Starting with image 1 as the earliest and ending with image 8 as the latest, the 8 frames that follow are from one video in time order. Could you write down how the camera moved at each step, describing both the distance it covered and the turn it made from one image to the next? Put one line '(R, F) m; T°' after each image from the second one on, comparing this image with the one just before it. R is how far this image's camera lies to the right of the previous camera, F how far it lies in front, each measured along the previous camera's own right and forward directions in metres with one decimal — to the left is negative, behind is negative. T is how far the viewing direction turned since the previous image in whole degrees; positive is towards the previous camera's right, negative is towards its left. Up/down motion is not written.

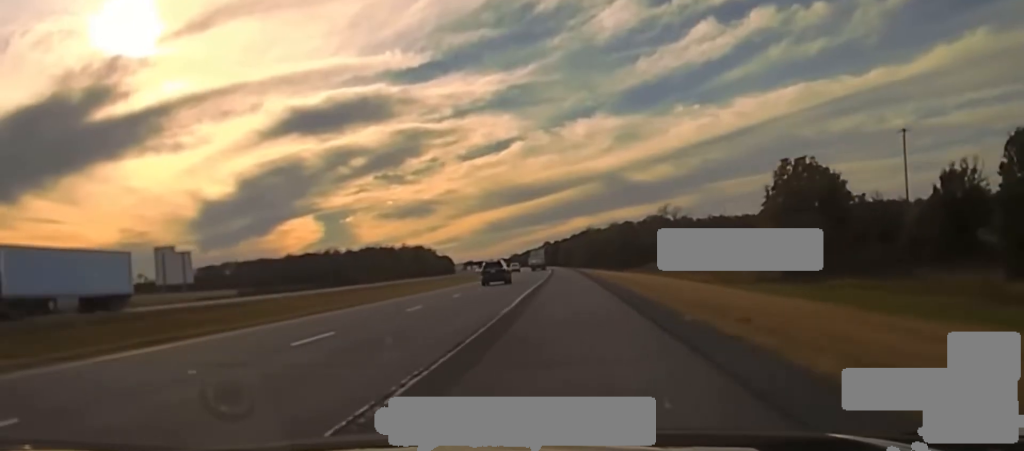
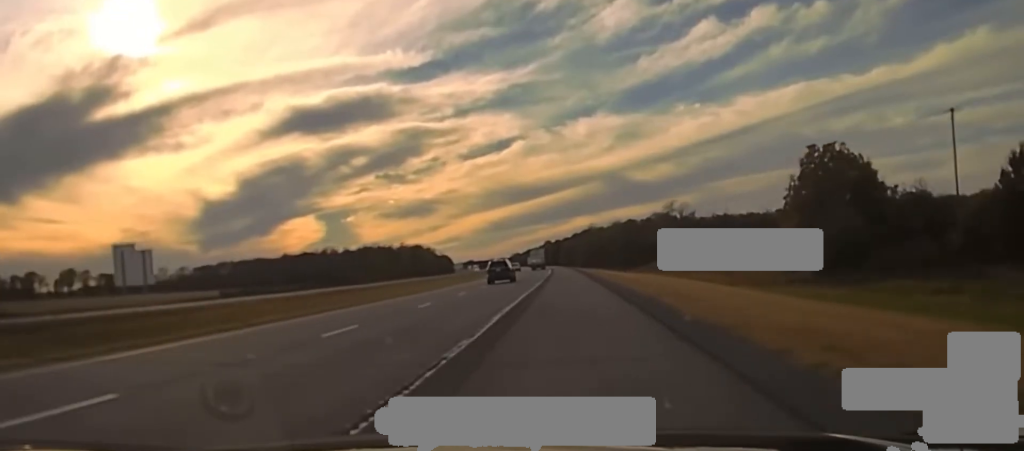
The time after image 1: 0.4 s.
(-0.2, +12.2) m; -1°
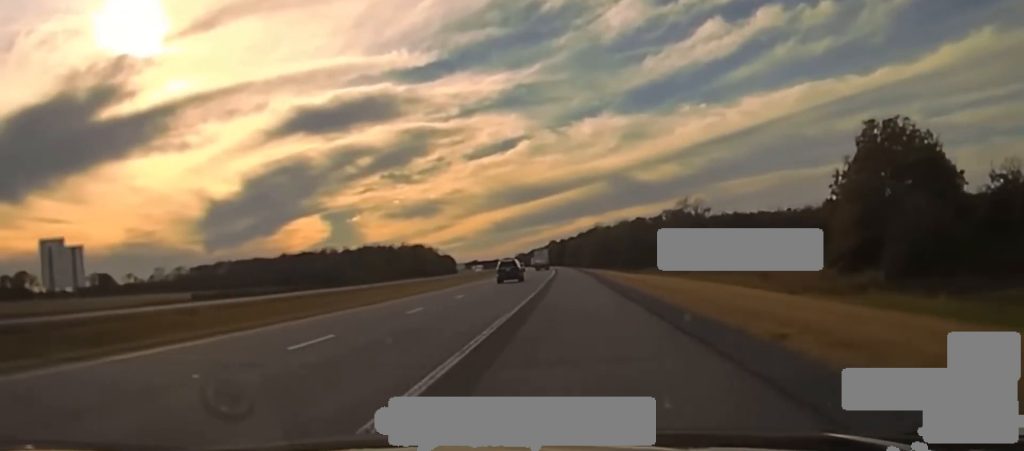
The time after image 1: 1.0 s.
(-0.1, +15.1) m; -1°
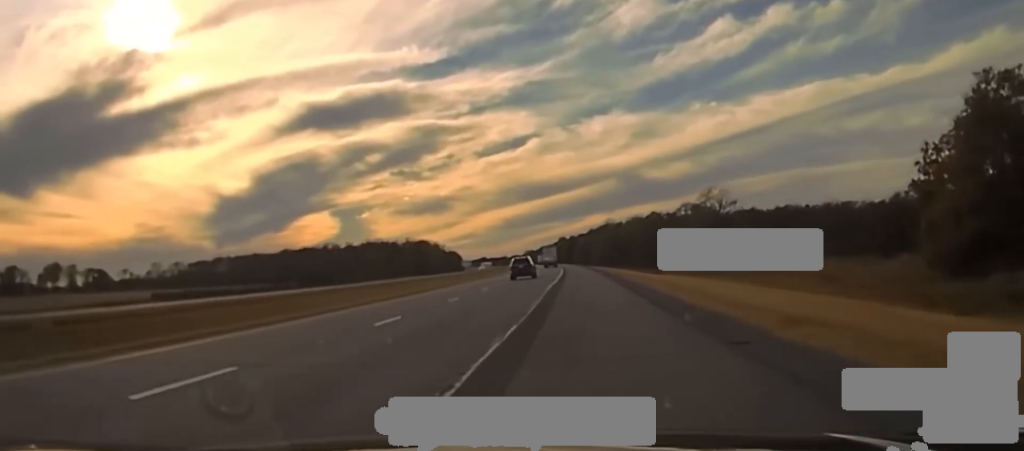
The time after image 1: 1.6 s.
(-0.2, +21.0) m; -1°
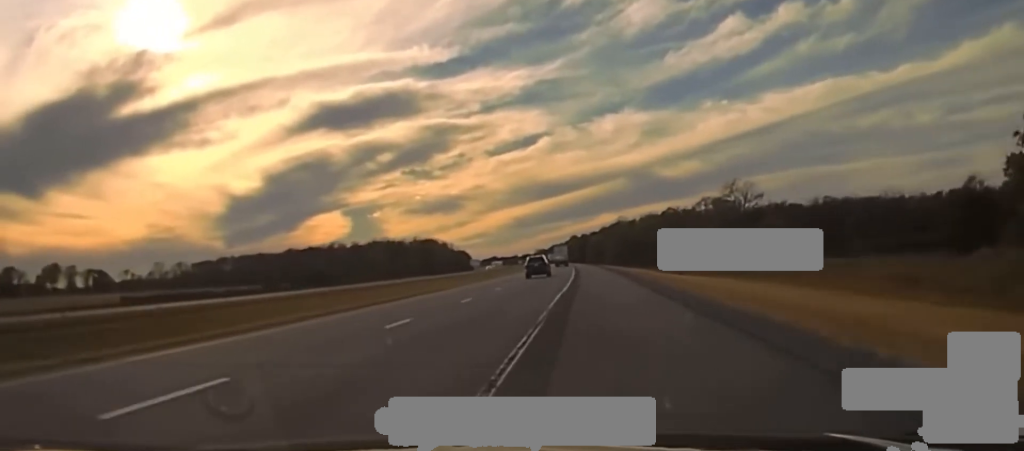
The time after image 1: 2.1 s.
(0.0, +15.2) m; 0°
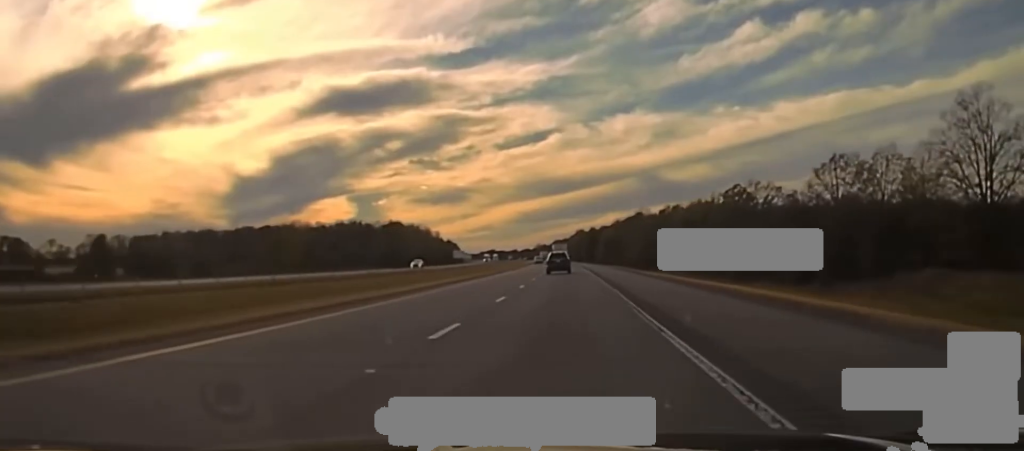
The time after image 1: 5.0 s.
(-1.1, +95.2) m; 0°
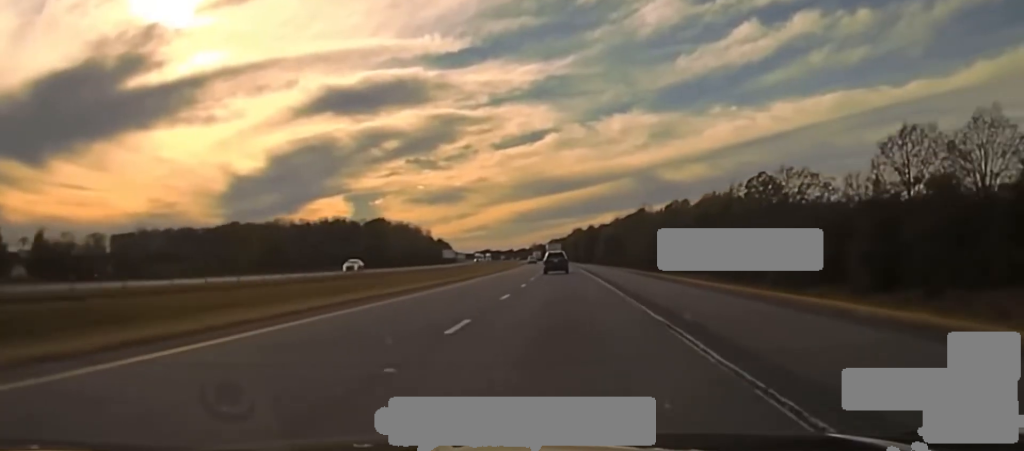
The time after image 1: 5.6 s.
(+0.3, +20.1) m; 0°
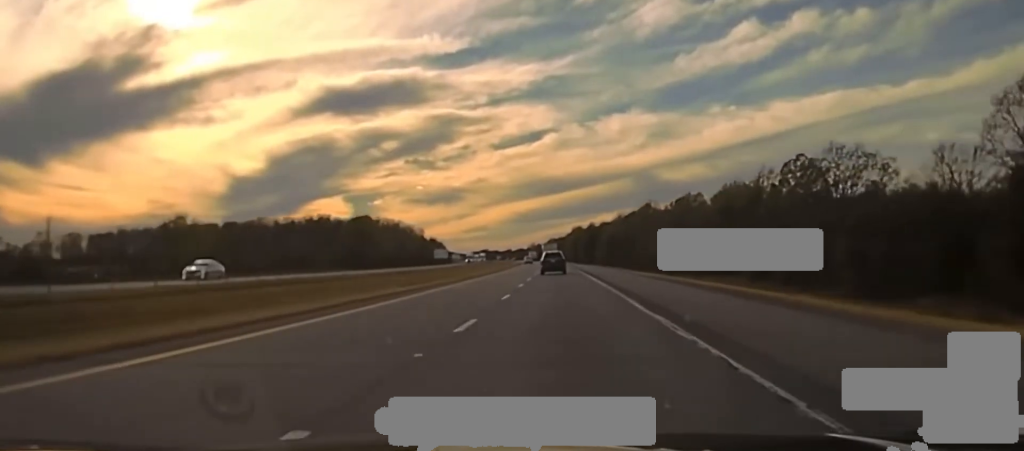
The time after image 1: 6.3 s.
(+0.1, +22.0) m; 0°
